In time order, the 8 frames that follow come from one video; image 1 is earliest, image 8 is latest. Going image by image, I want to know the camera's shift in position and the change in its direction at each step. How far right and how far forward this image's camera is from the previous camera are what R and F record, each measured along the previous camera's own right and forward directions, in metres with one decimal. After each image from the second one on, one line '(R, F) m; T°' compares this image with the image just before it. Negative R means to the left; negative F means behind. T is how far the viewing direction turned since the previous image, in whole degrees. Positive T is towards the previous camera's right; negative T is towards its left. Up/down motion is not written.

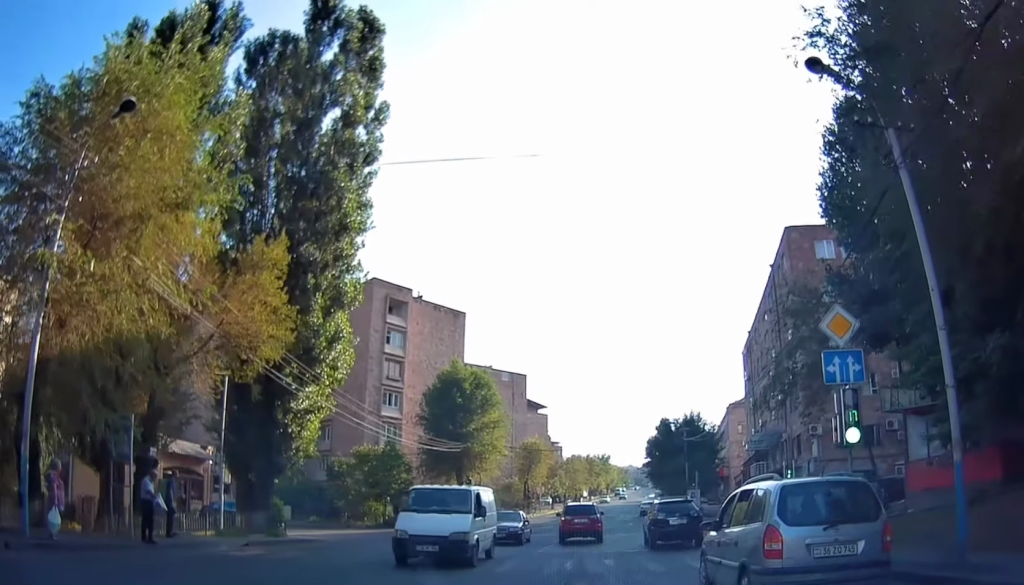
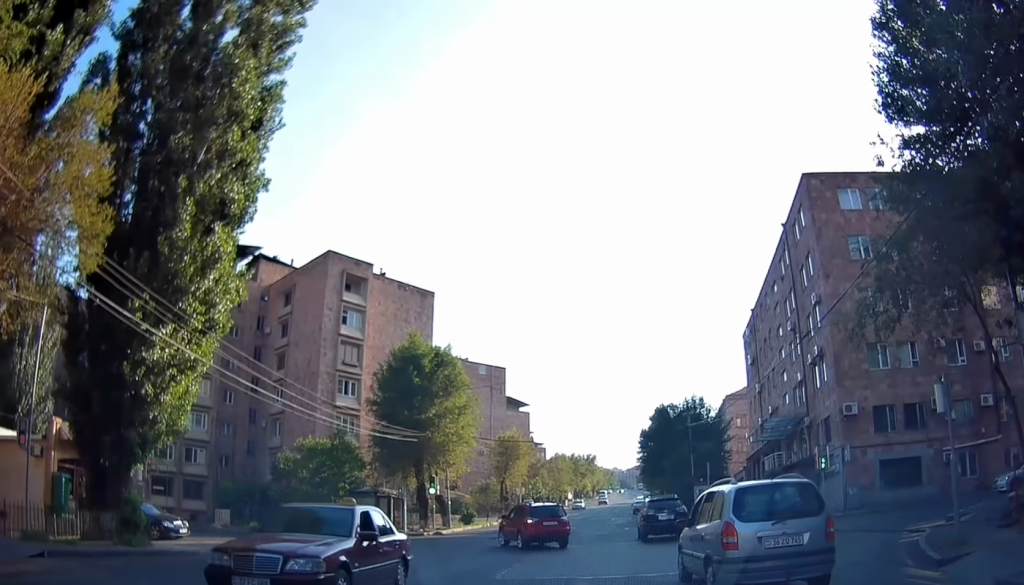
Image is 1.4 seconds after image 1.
(0.0, +8.6) m; 0°
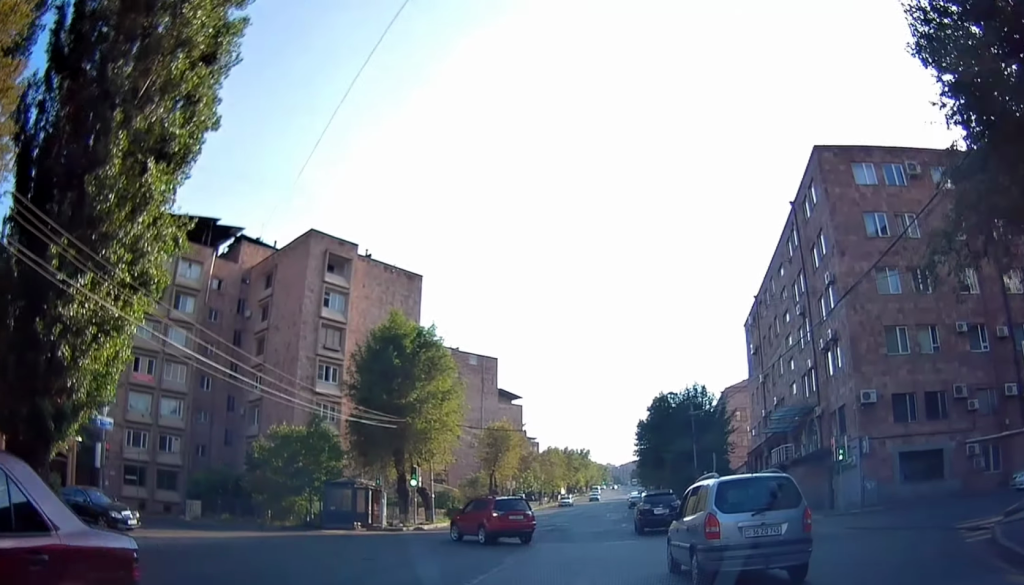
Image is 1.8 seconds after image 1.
(0.0, +3.1) m; 0°
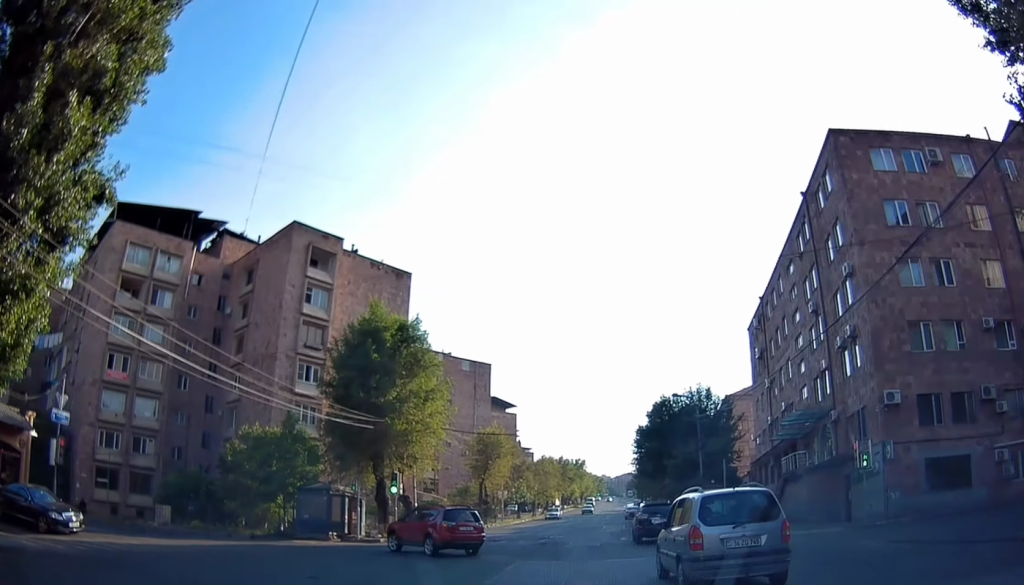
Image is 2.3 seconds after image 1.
(0.0, +3.3) m; +1°
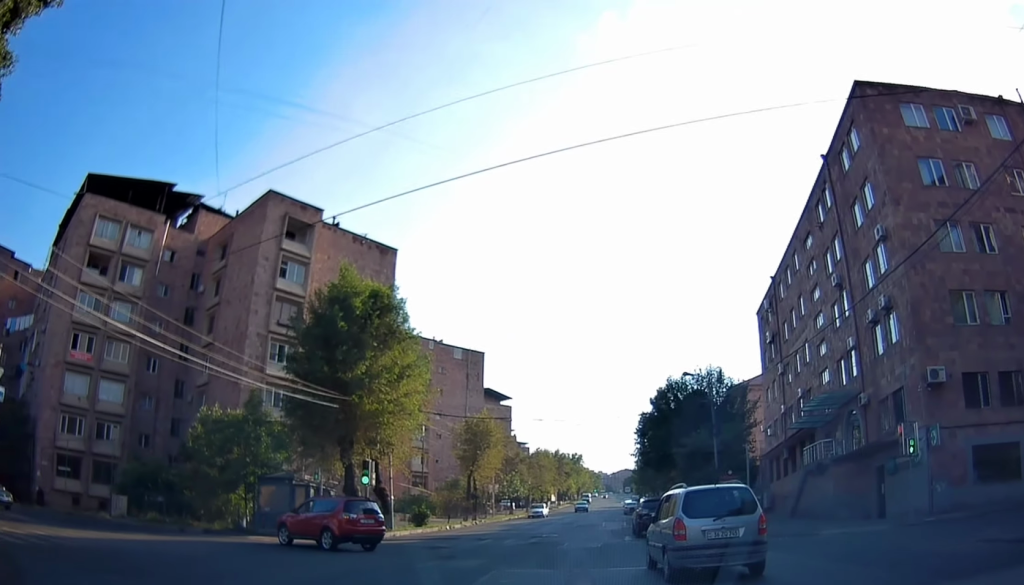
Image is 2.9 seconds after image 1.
(-0.1, +4.5) m; +1°
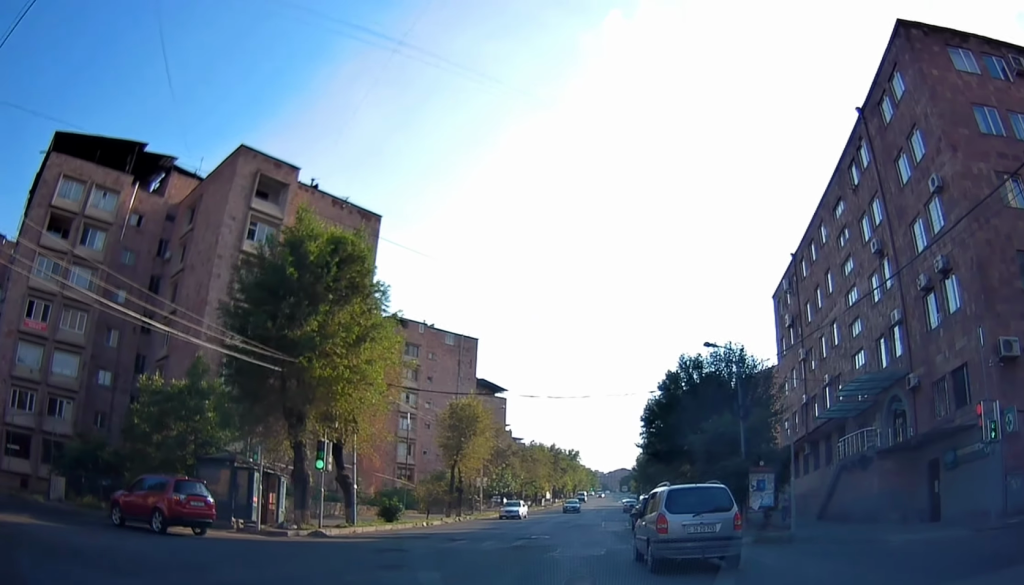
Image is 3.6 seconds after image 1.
(+0.2, +5.6) m; +2°
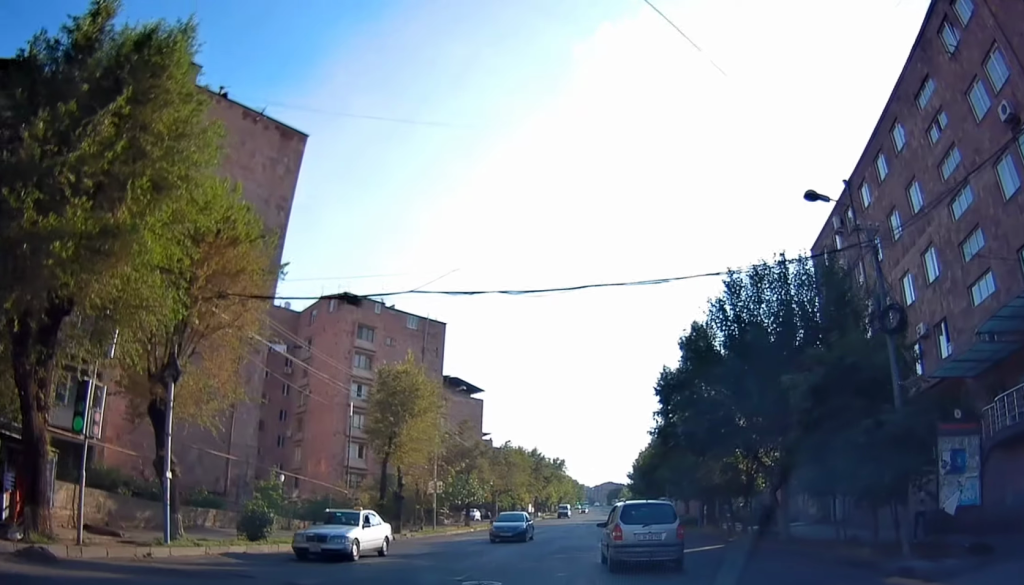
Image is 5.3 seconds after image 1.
(-0.3, +14.2) m; -3°
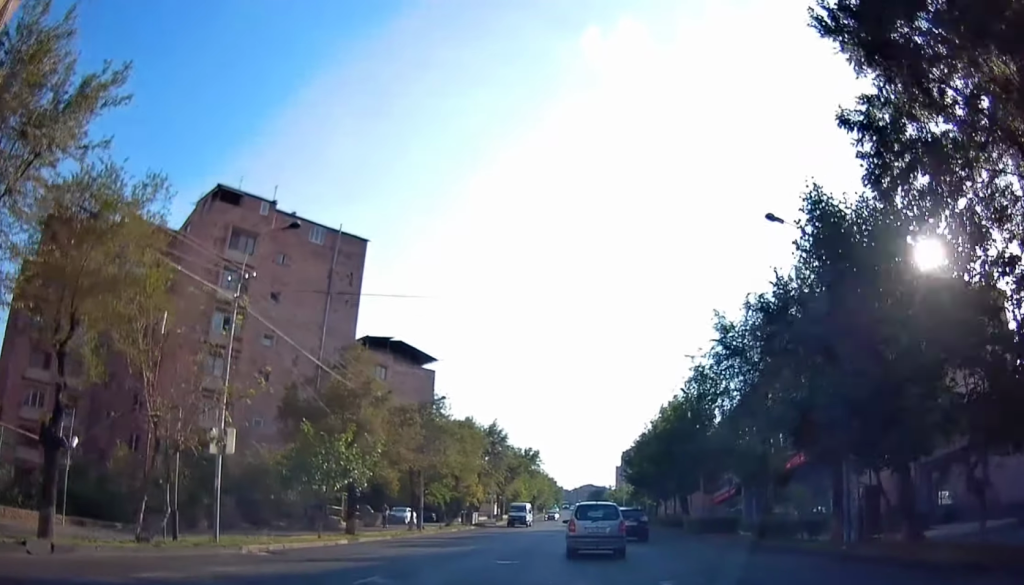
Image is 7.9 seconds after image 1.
(+0.6, +25.6) m; +6°
